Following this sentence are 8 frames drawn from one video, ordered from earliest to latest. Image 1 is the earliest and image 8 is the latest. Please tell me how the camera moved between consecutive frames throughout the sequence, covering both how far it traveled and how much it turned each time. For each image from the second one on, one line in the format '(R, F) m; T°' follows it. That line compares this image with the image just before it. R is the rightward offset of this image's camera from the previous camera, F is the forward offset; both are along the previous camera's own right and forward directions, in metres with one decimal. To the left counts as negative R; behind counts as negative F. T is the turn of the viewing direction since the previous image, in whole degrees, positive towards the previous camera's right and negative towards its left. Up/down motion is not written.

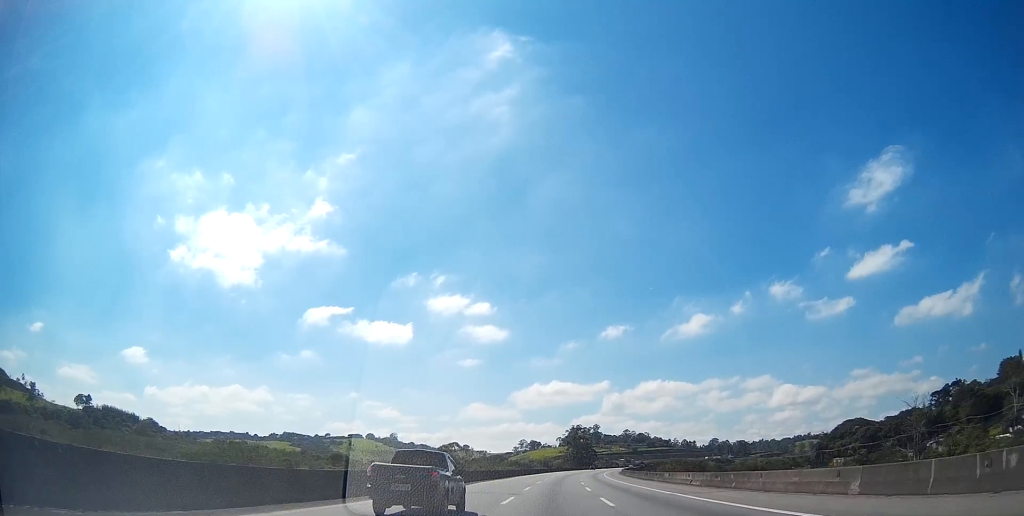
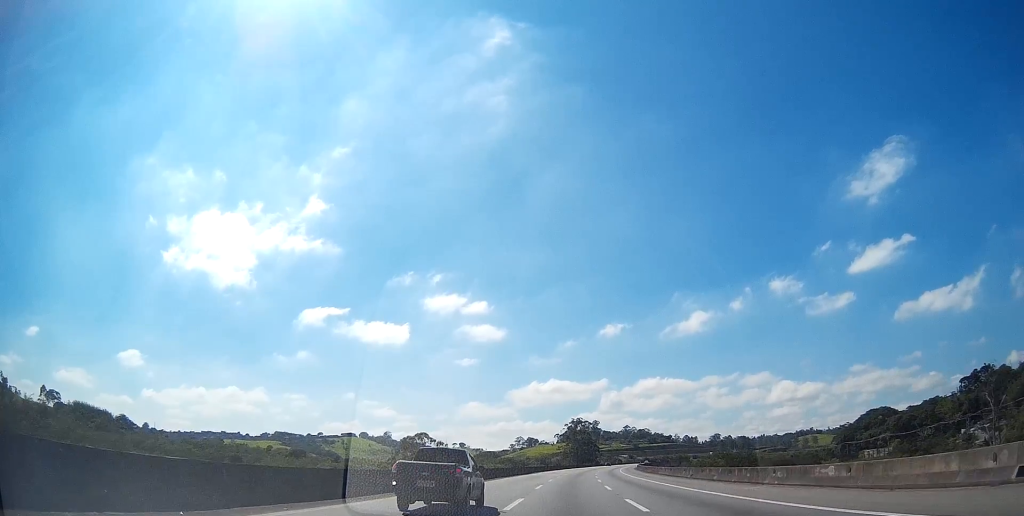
(-0.1, +33.2) m; 0°
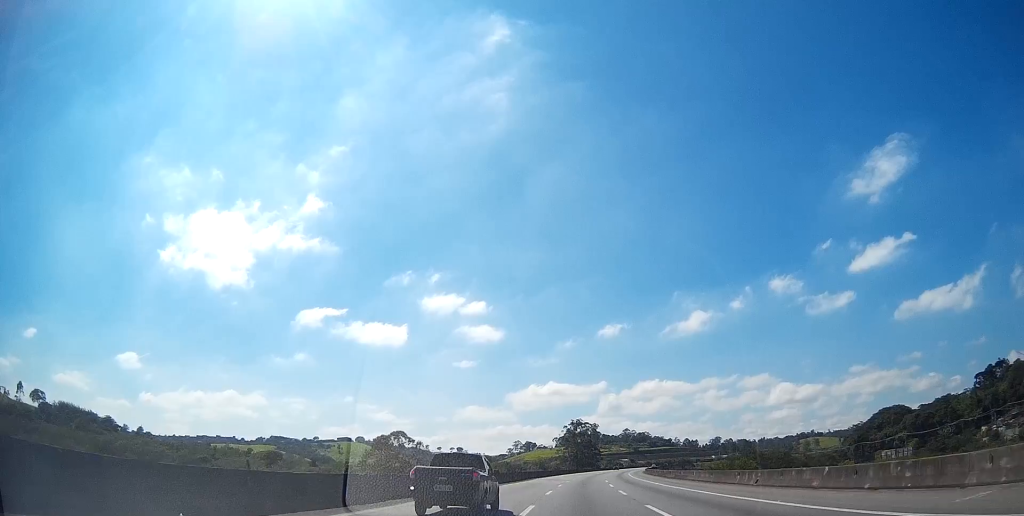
(0.0, +14.3) m; 0°
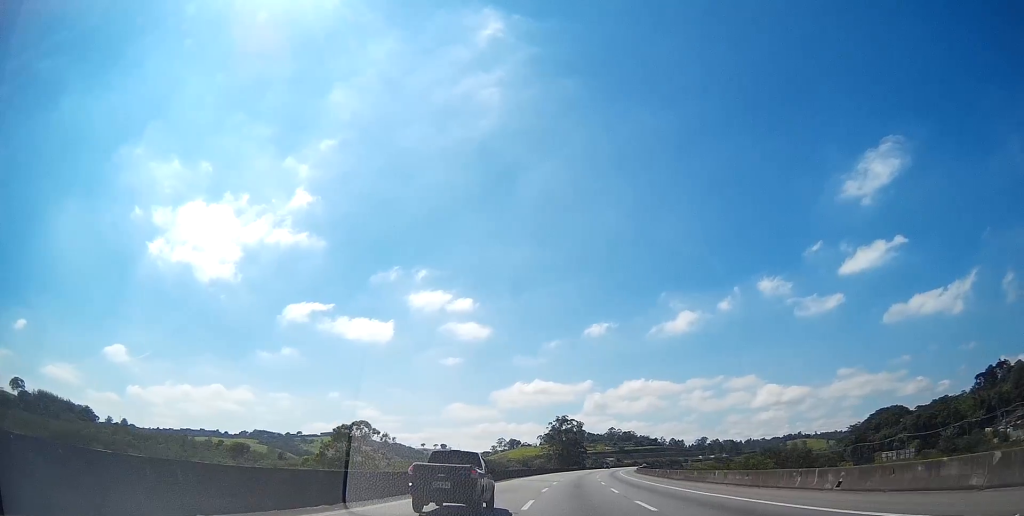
(+0.1, +10.4) m; 0°
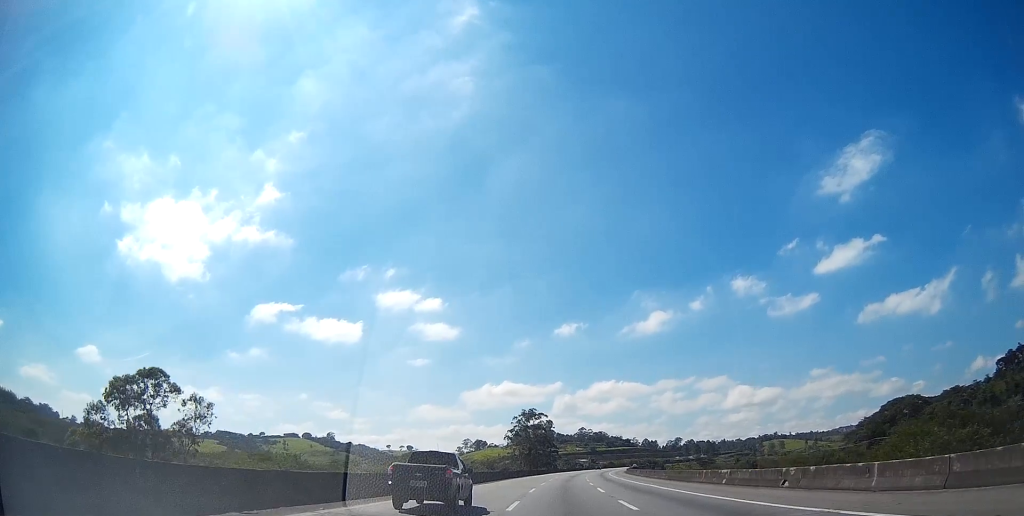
(+0.4, +37.3) m; +1°
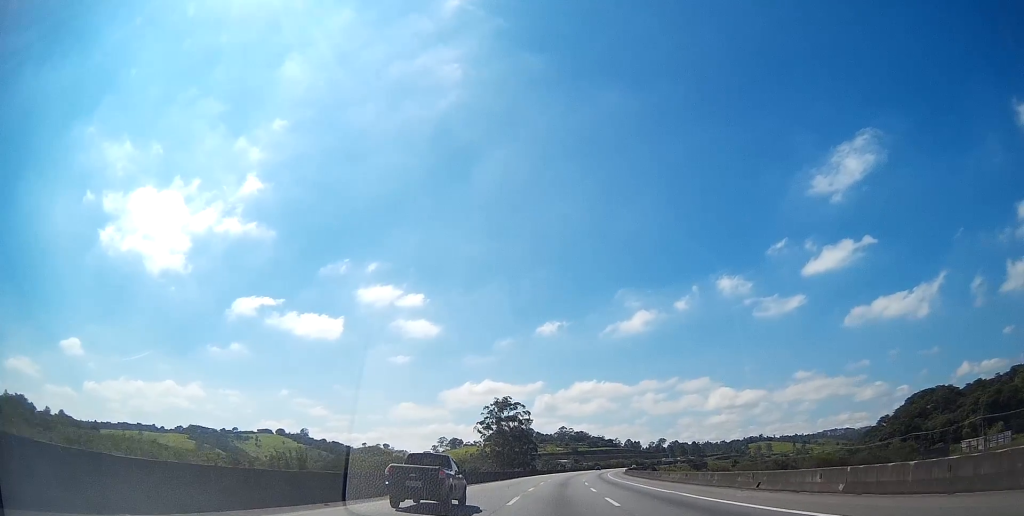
(+0.6, +36.0) m; +2°
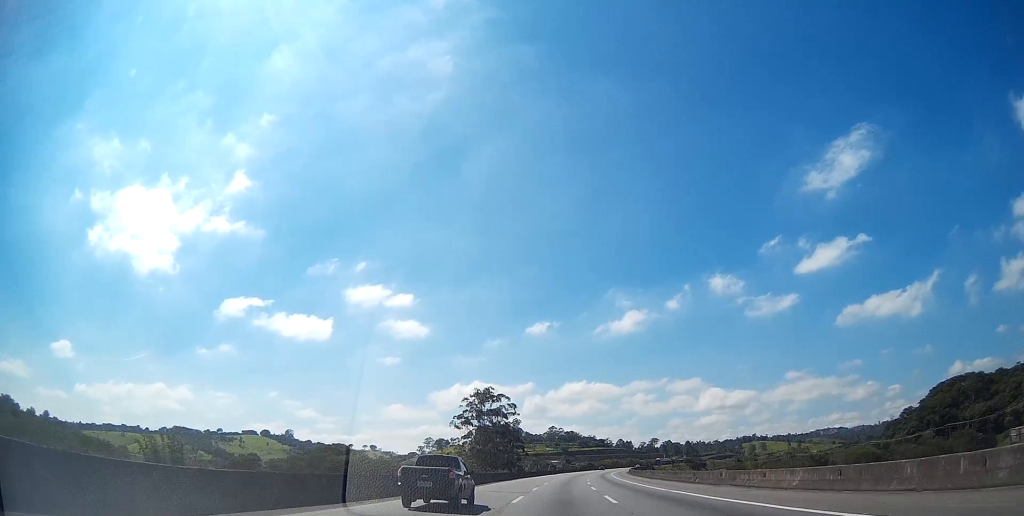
(+0.4, +25.5) m; +1°
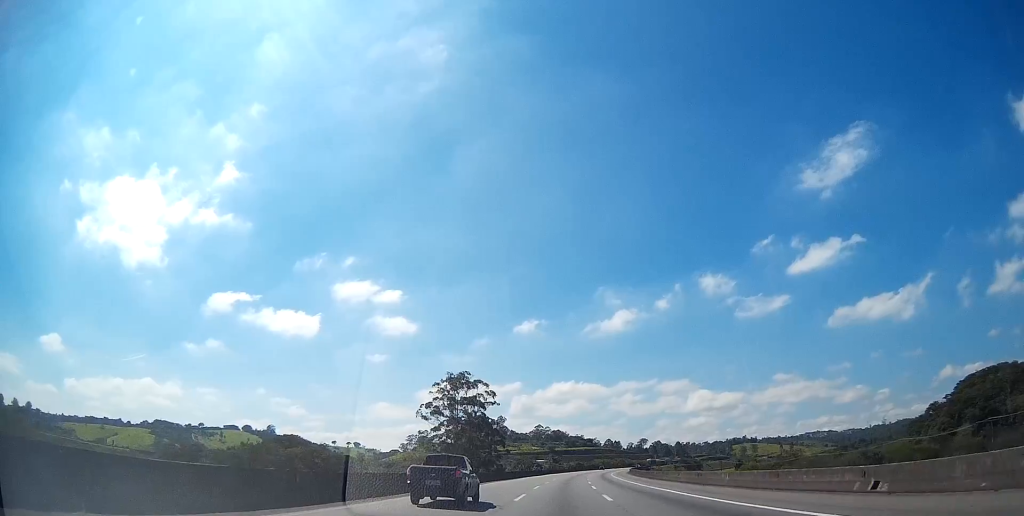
(+0.2, +25.7) m; +1°
